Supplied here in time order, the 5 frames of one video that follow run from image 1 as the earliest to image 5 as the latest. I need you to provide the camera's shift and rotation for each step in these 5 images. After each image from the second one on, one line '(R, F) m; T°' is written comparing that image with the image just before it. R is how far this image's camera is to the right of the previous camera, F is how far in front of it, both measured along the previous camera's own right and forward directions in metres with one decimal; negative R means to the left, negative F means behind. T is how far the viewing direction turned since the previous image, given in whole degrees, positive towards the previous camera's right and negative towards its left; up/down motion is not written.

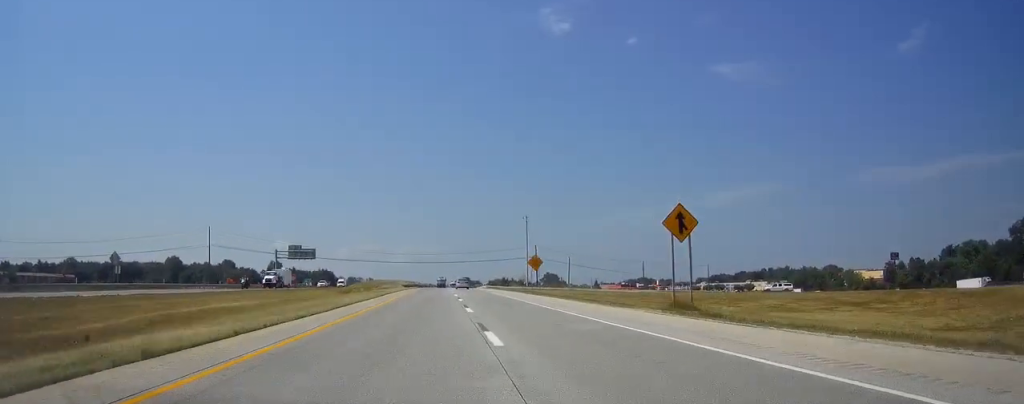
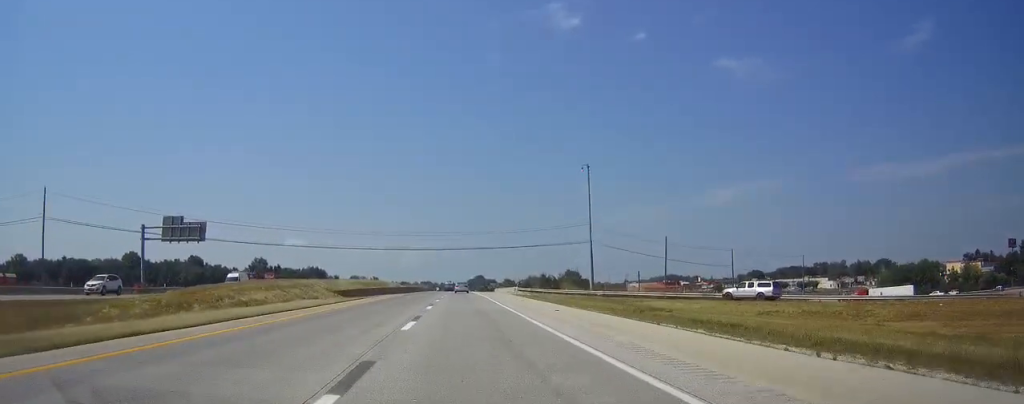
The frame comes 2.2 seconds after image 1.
(+0.4, +69.5) m; 0°
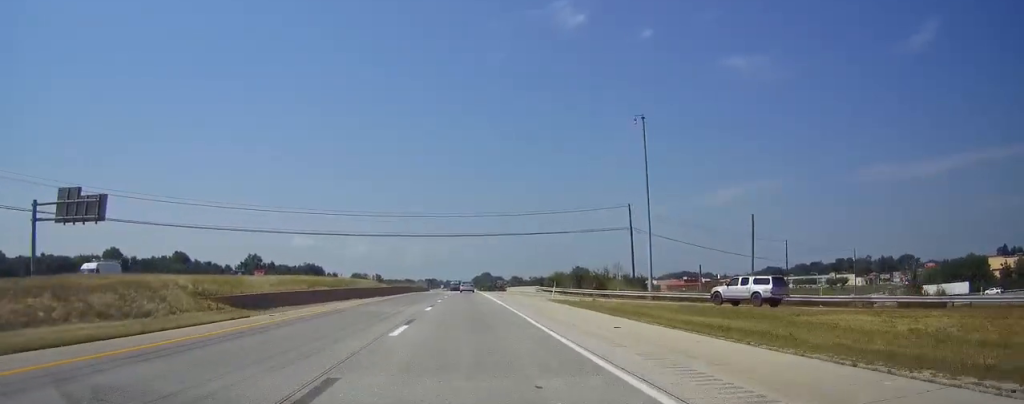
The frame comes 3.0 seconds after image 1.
(0.0, +26.1) m; 0°
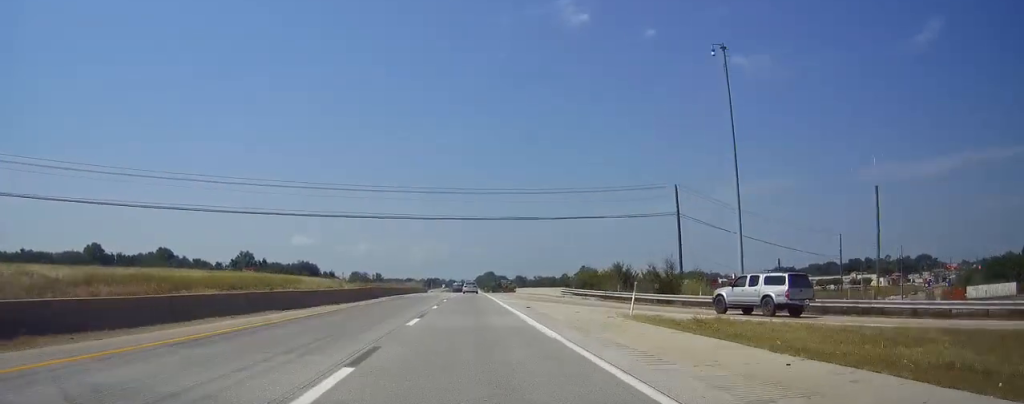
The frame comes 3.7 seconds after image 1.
(+0.1, +20.8) m; 0°
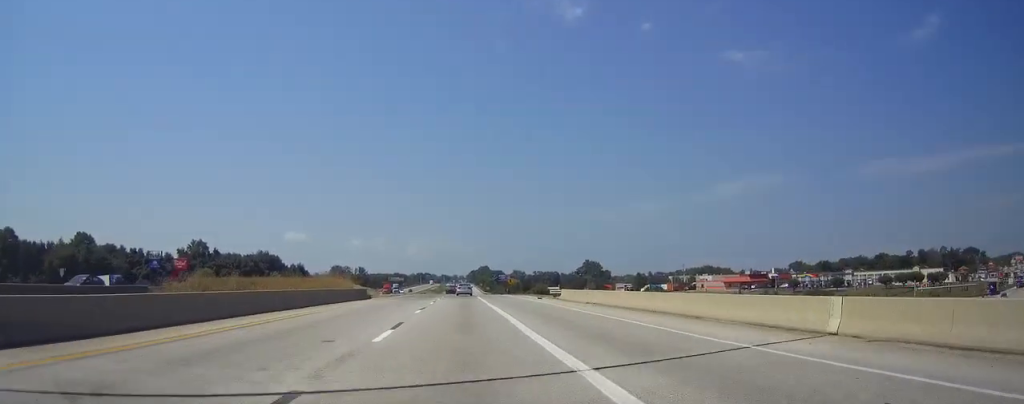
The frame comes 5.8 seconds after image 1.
(-0.3, +66.2) m; 0°
